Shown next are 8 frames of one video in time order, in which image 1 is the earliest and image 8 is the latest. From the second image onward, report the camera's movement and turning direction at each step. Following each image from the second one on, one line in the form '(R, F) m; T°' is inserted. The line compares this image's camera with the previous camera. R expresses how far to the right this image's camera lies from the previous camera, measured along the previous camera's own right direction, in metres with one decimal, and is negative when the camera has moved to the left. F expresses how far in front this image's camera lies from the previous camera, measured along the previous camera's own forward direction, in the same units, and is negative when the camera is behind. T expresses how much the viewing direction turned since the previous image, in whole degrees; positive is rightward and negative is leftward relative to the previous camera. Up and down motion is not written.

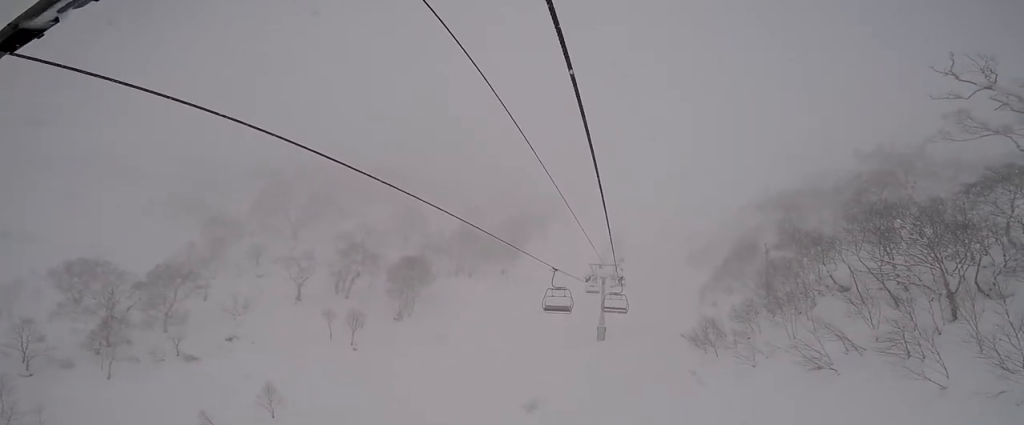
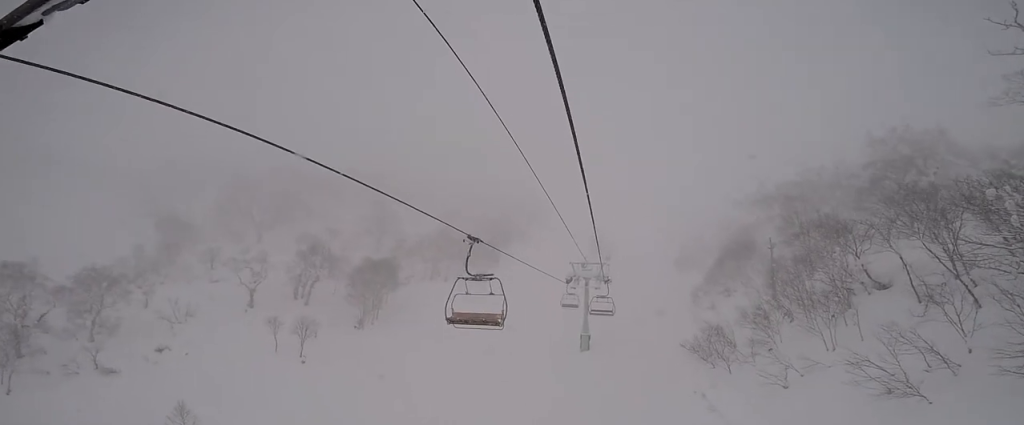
(0.0, +6.9) m; 0°
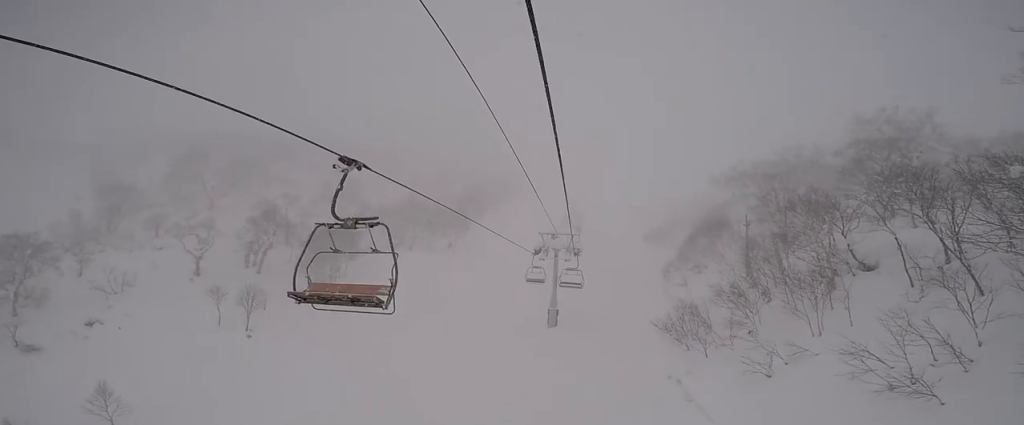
(+0.3, +2.8) m; +5°
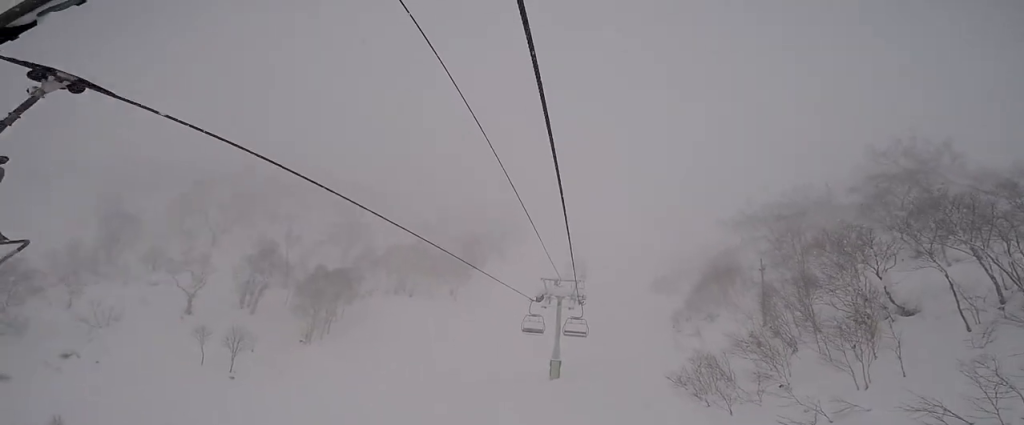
(+0.2, +2.8) m; +2°
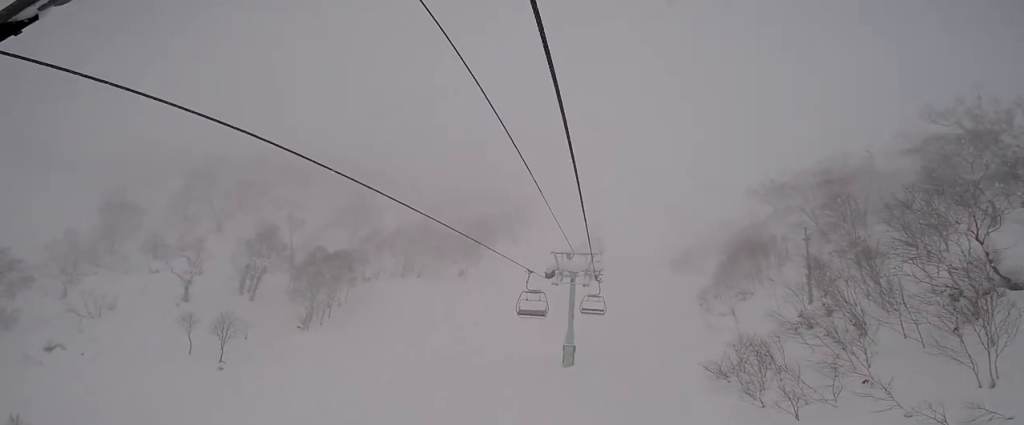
(-0.3, +4.7) m; -7°
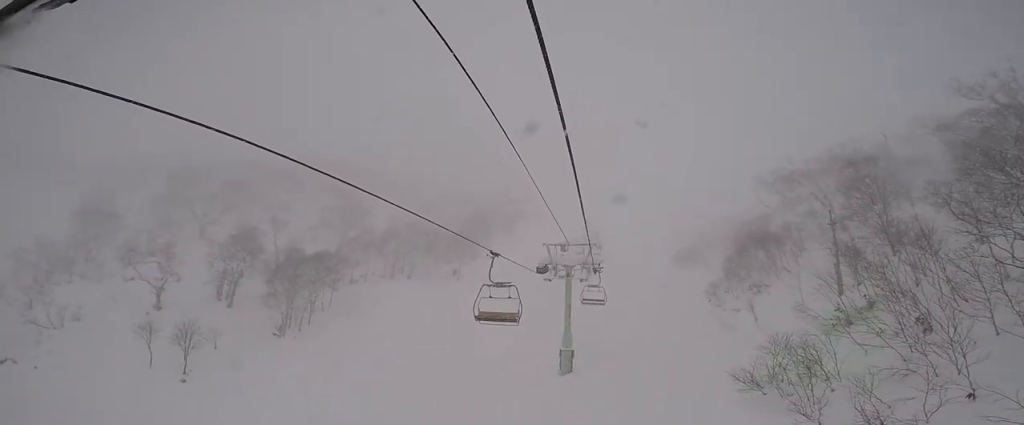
(-0.1, +4.2) m; 0°
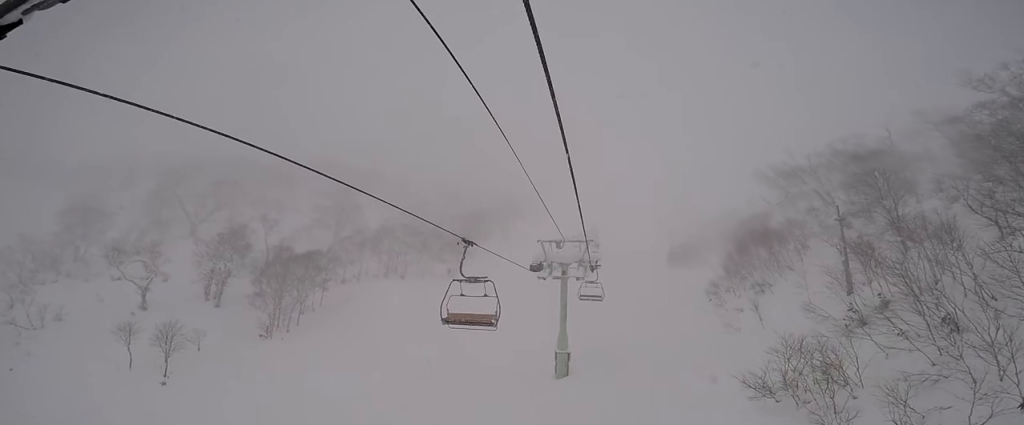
(+0.3, +1.6) m; 0°
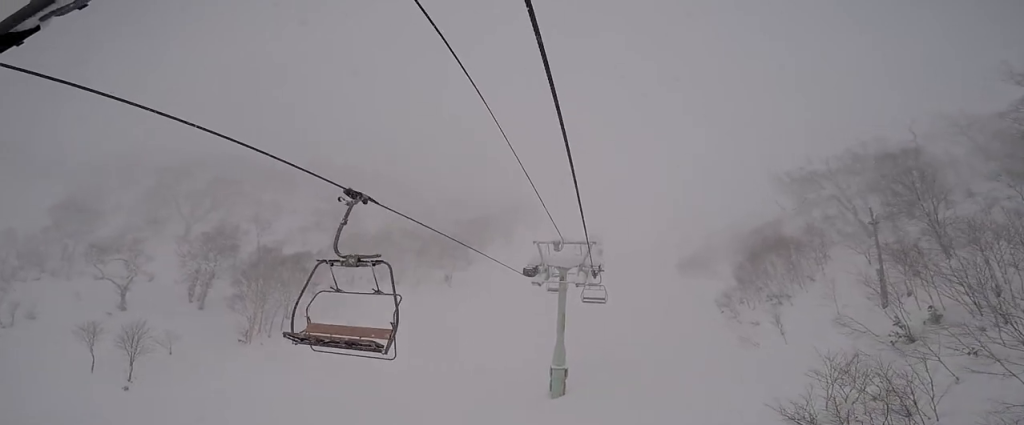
(-0.4, +3.1) m; 0°
